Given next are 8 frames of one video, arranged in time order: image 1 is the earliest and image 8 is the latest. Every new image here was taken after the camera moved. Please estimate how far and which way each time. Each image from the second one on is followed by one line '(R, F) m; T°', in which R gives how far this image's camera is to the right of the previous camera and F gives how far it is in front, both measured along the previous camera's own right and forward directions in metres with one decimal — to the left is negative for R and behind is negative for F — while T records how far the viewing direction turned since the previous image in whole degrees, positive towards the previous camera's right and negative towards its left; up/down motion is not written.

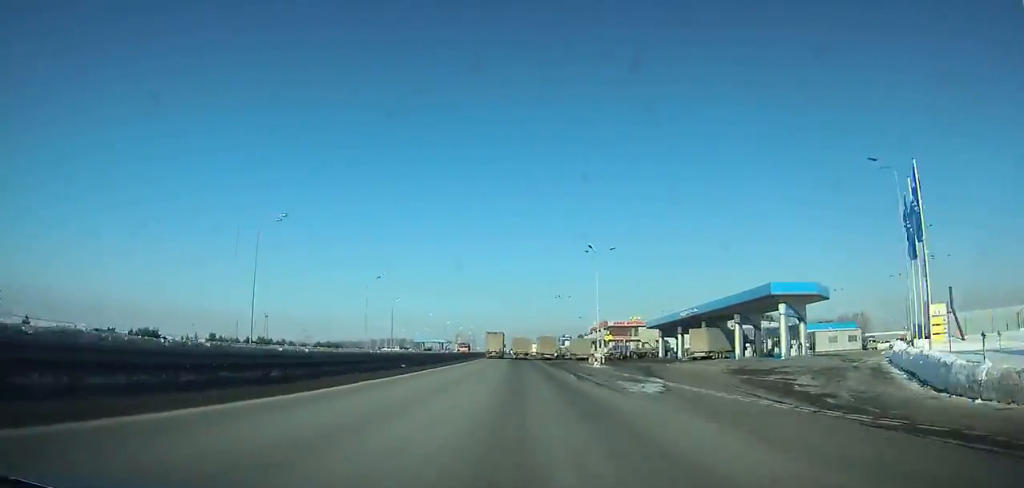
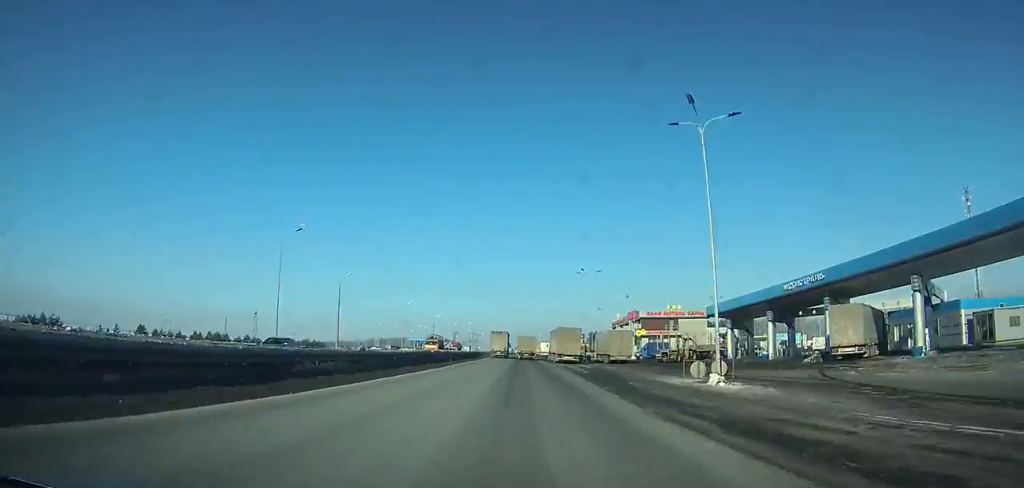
(0.0, +34.7) m; 0°
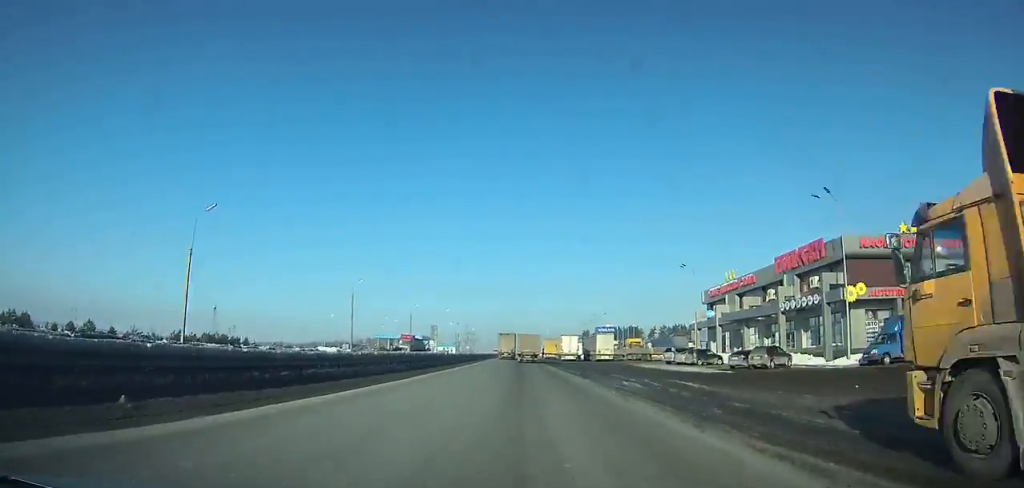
(-0.3, +75.2) m; 0°
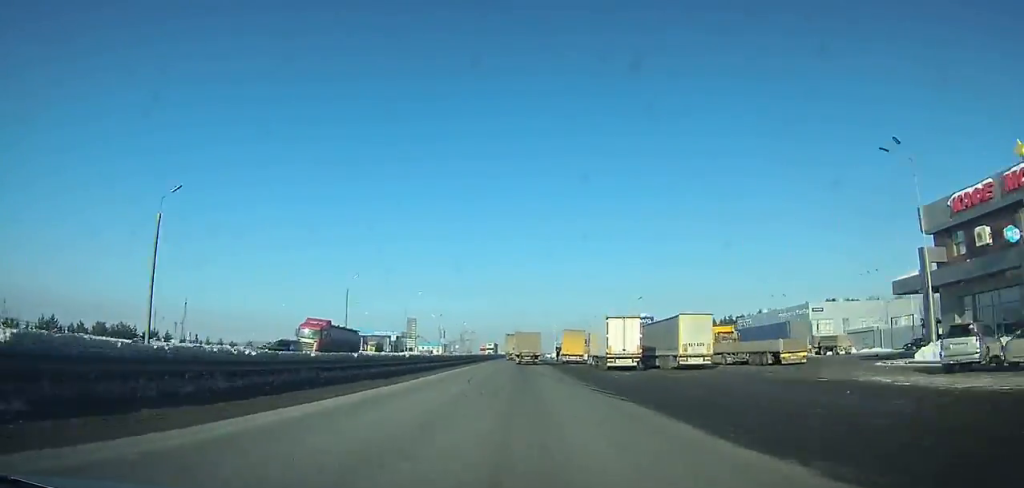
(0.0, +44.9) m; 0°
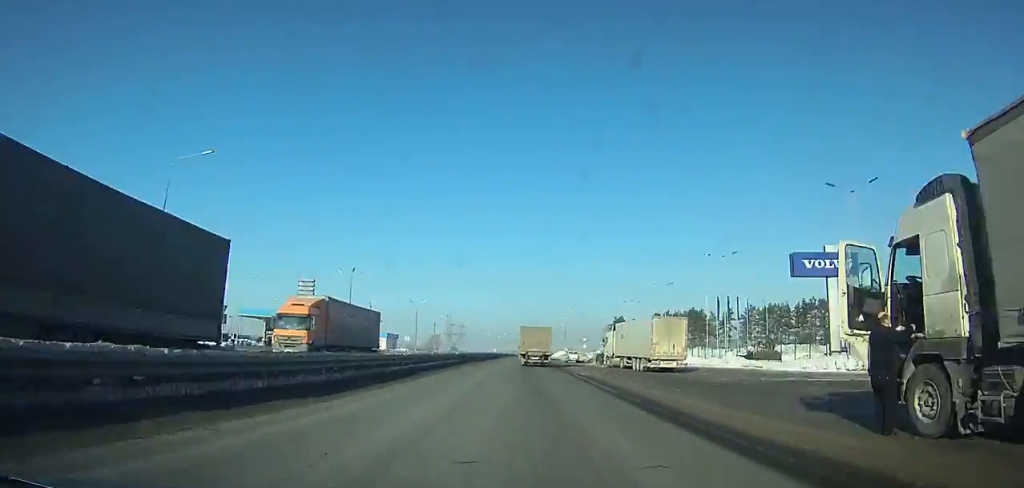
(+0.2, +75.4) m; +1°
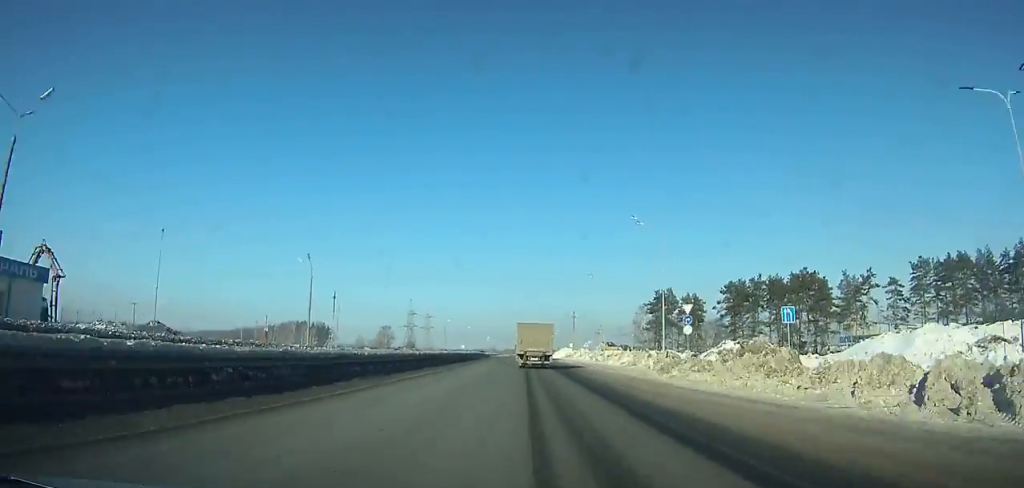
(+1.1, +96.3) m; +1°
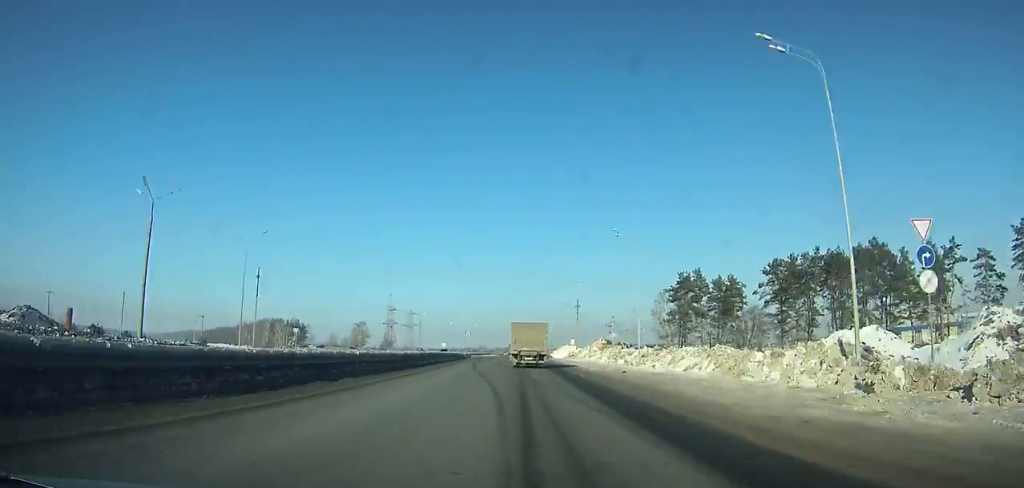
(+0.1, +28.4) m; 0°
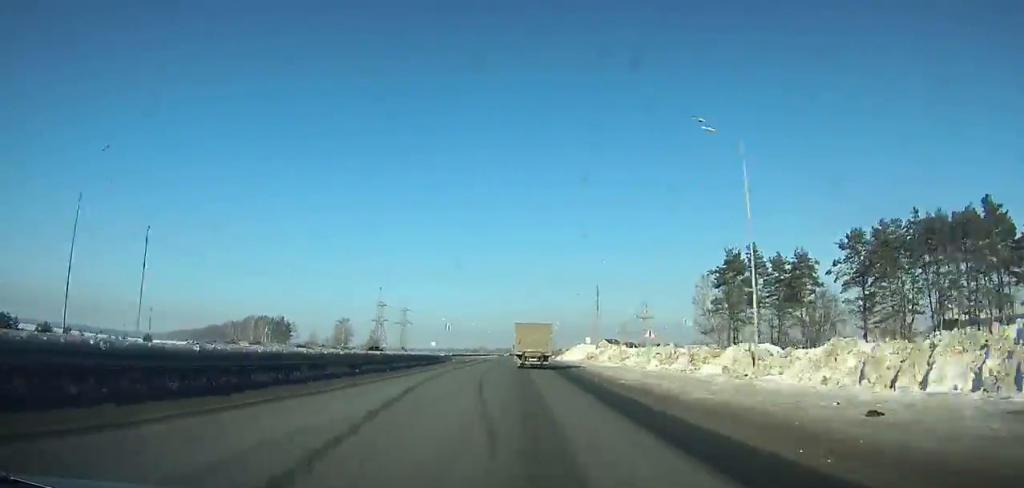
(+0.1, +26.3) m; 0°
